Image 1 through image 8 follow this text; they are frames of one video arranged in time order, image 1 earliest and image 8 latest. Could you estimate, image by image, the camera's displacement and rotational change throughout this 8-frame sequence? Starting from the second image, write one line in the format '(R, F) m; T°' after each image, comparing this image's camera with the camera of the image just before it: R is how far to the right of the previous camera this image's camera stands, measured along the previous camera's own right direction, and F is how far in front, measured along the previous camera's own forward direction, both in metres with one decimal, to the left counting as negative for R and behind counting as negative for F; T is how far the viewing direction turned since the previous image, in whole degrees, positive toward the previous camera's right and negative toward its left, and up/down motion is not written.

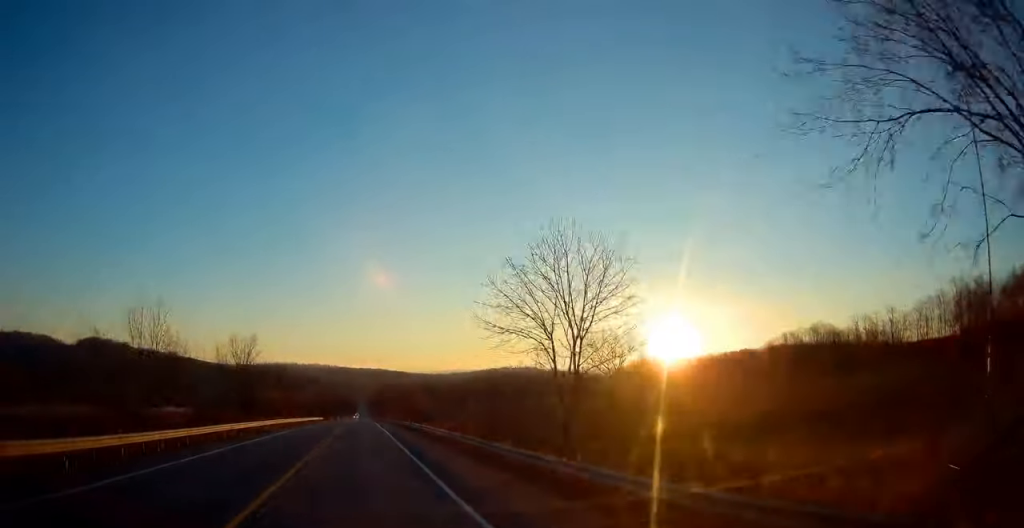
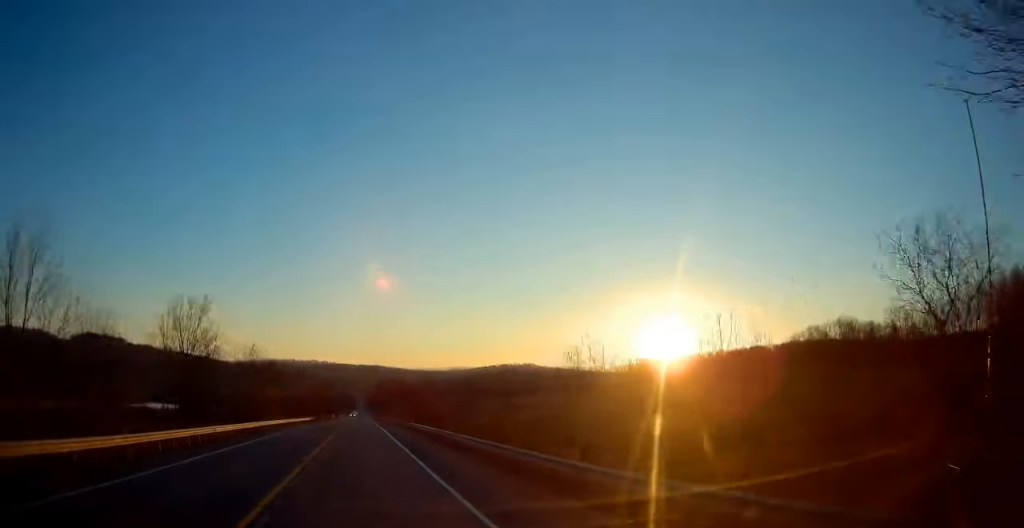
(-0.1, +22.3) m; 0°
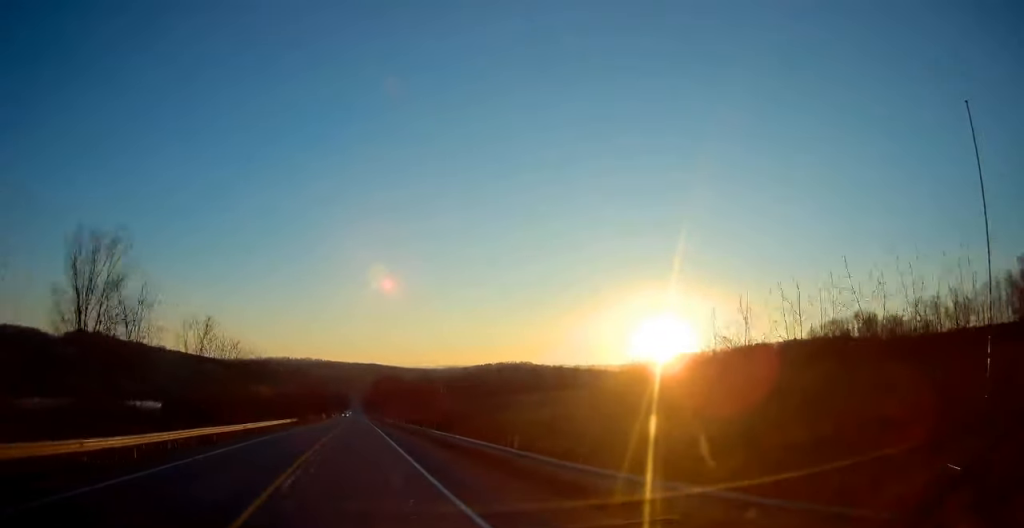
(-0.1, +18.1) m; 0°
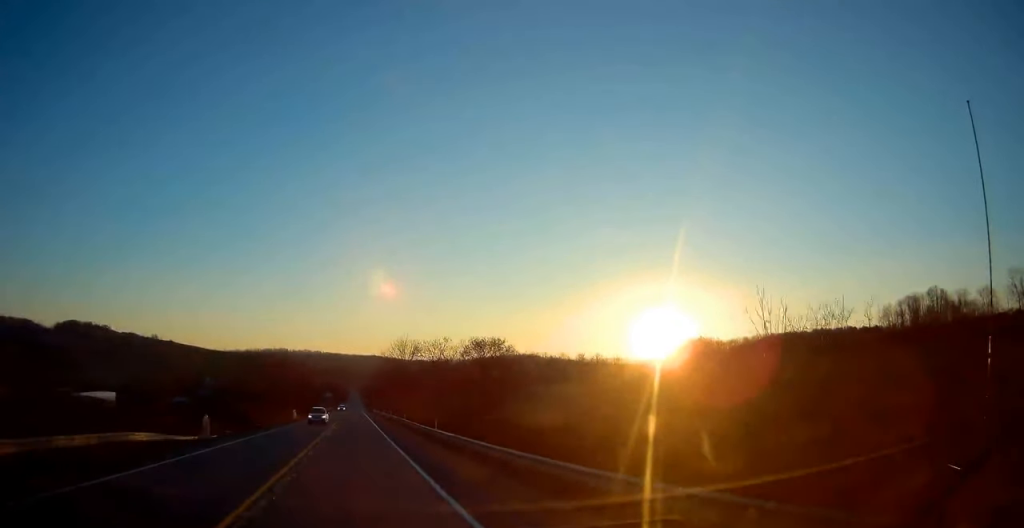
(0.0, +53.2) m; 0°
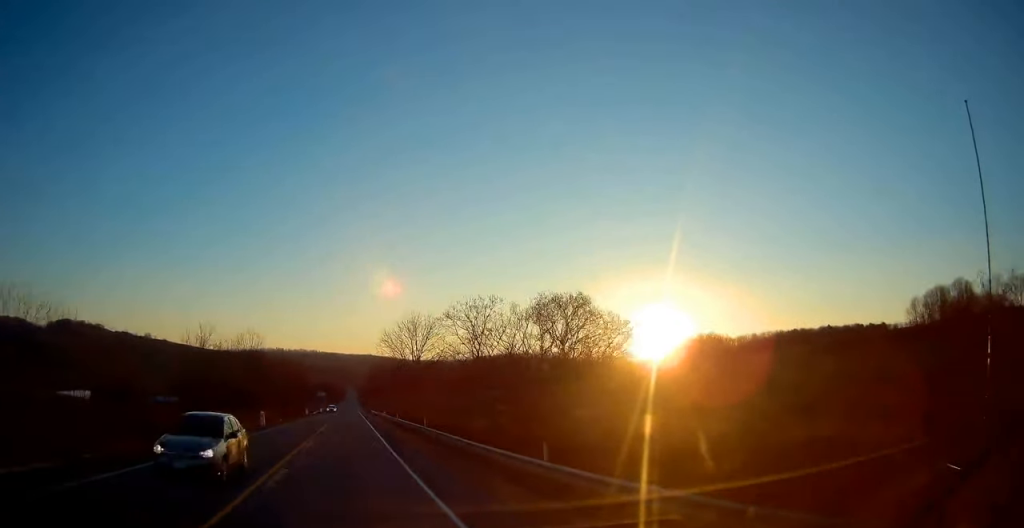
(+0.2, +19.2) m; +1°
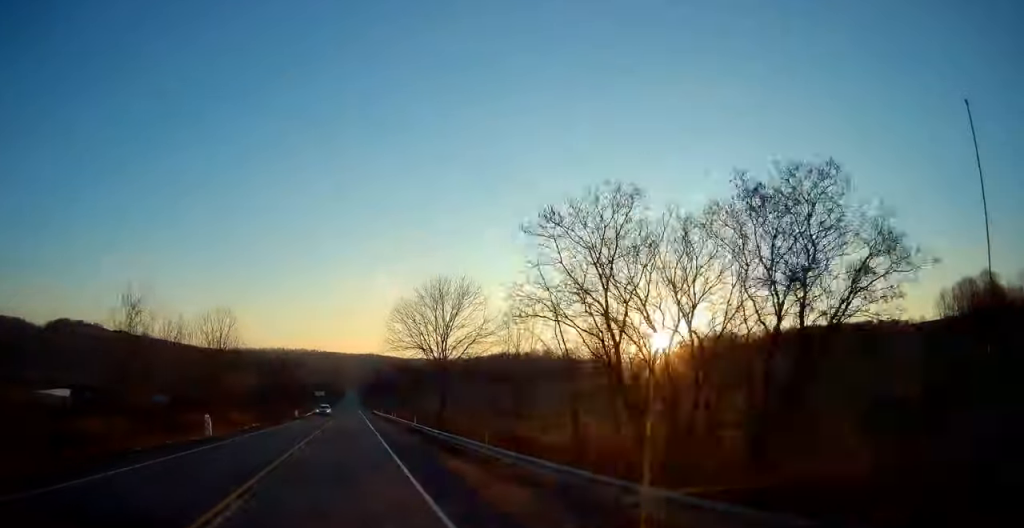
(0.0, +16.7) m; 0°
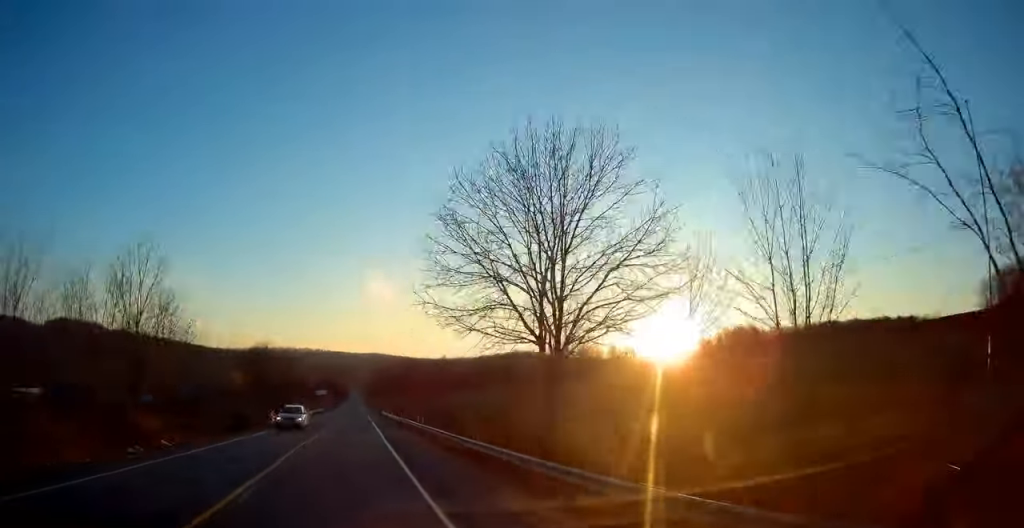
(0.0, +22.2) m; 0°
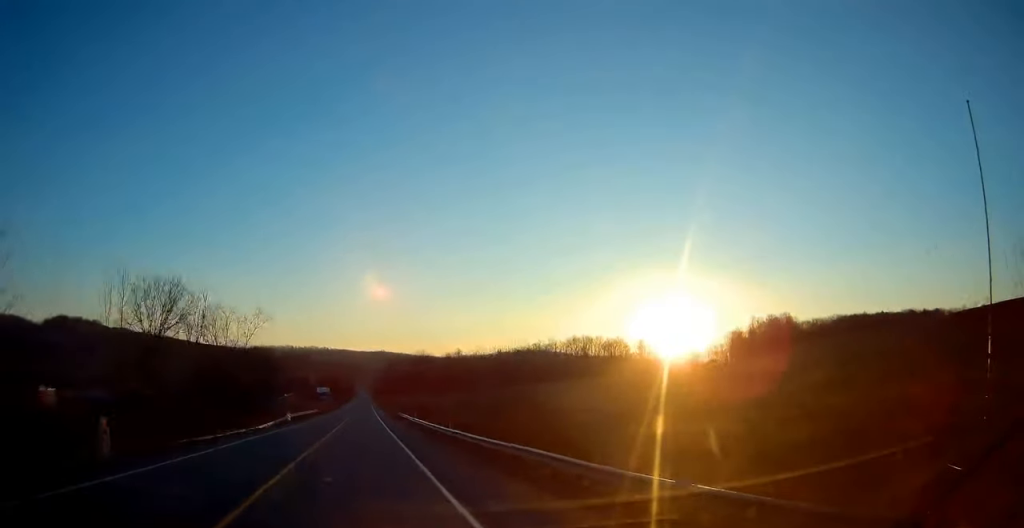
(-0.4, +34.1) m; 0°
